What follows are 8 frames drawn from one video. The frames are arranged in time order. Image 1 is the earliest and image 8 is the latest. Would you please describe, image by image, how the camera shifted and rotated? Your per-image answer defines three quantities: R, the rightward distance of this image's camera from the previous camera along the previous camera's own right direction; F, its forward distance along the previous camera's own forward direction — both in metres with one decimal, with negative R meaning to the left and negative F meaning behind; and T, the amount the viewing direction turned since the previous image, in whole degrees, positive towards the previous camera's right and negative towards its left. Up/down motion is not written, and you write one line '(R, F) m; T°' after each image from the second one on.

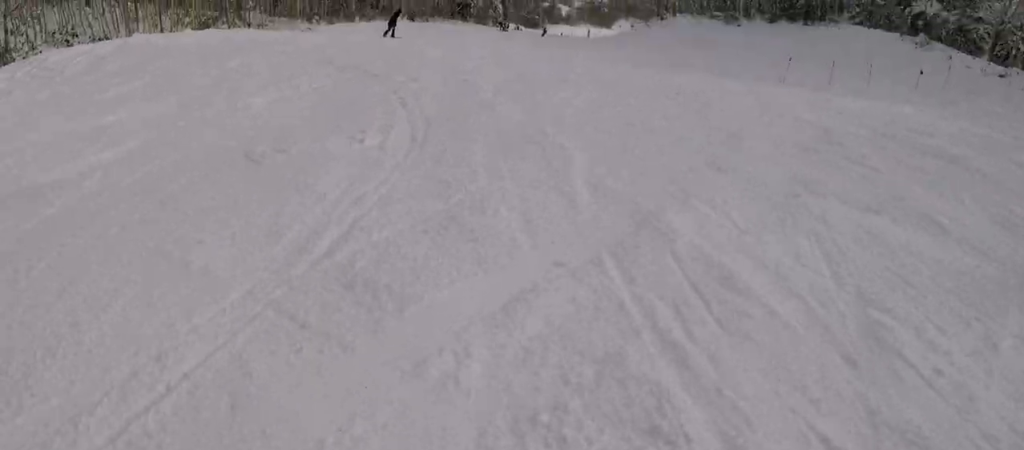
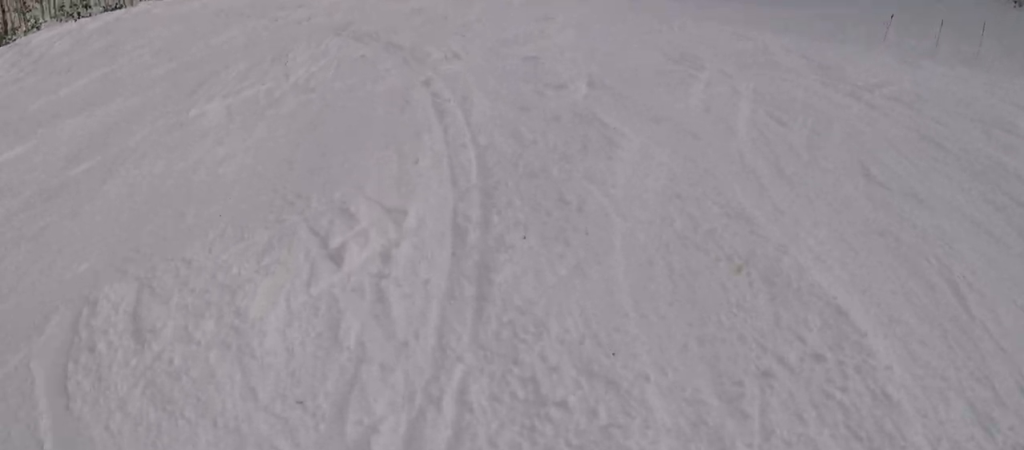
(0.0, +4.1) m; 0°
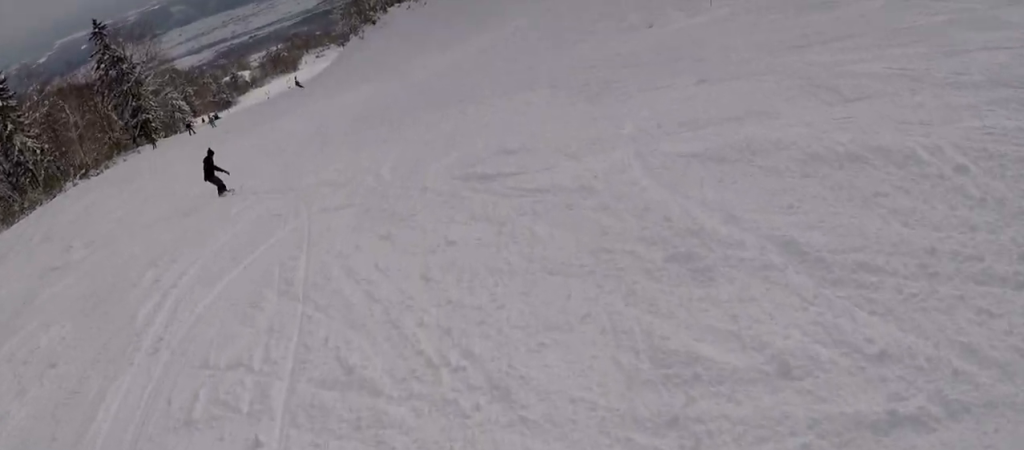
(+2.9, +15.4) m; +22°
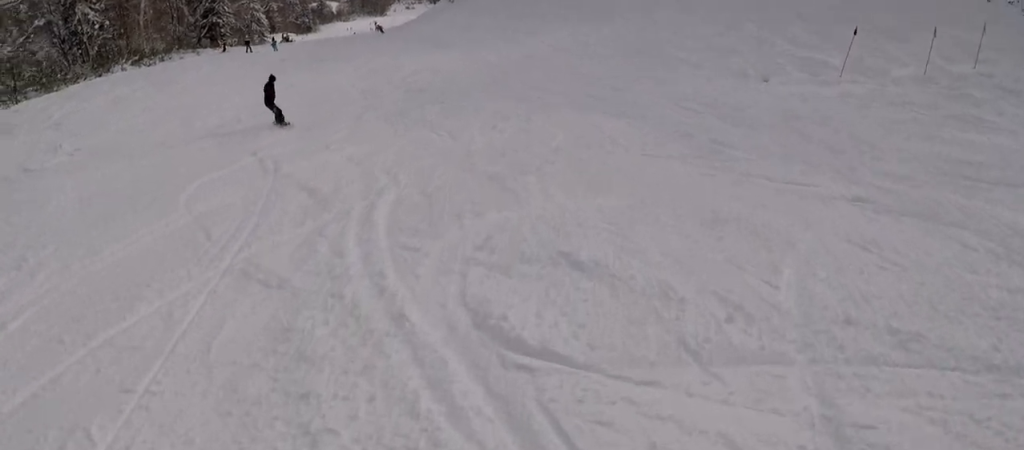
(0.0, +3.5) m; -2°
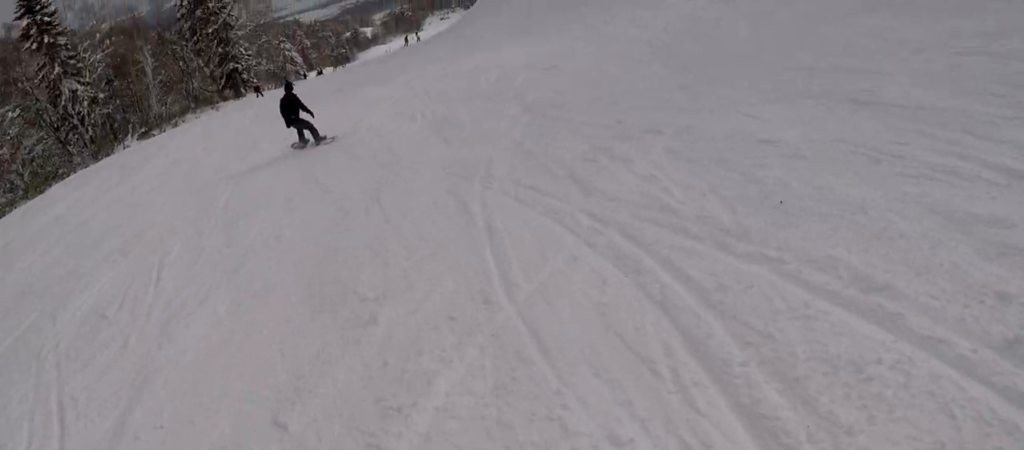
(-1.3, +12.0) m; +5°
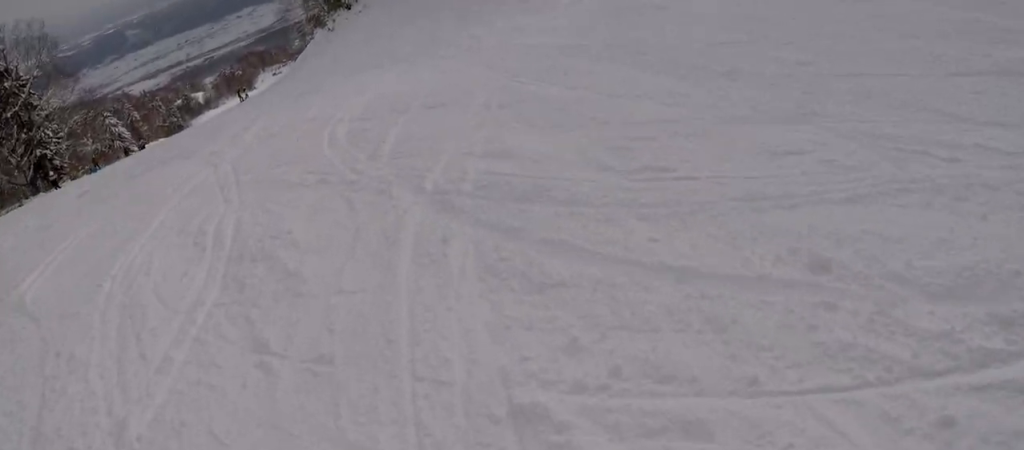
(+1.8, +6.0) m; +6°
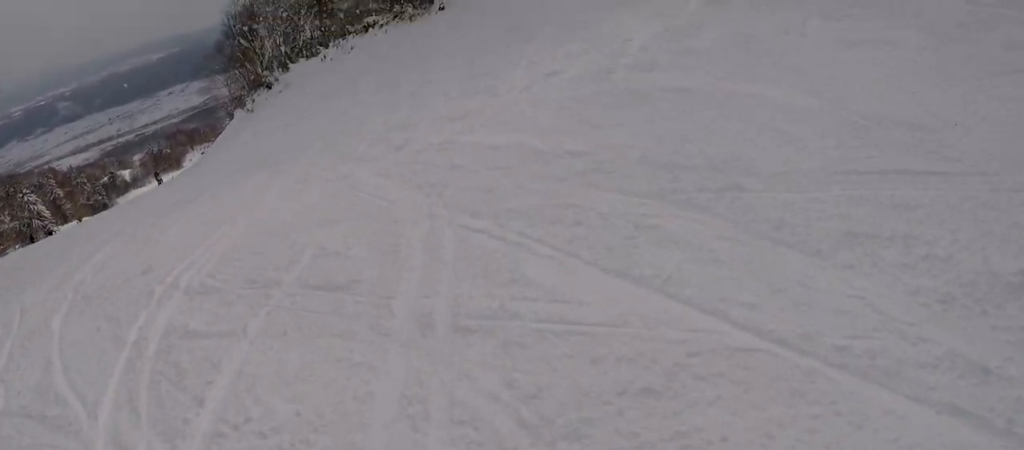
(-0.2, +4.1) m; -7°
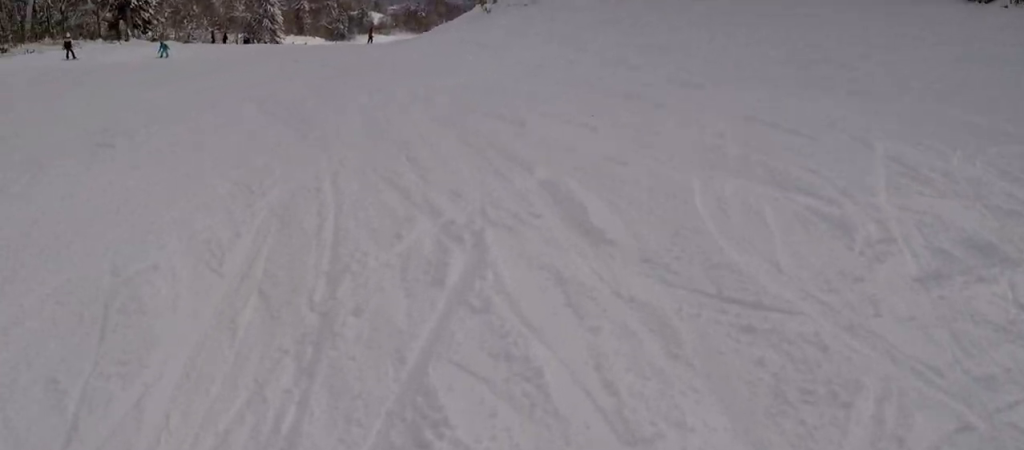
(-1.8, +8.1) m; -13°
